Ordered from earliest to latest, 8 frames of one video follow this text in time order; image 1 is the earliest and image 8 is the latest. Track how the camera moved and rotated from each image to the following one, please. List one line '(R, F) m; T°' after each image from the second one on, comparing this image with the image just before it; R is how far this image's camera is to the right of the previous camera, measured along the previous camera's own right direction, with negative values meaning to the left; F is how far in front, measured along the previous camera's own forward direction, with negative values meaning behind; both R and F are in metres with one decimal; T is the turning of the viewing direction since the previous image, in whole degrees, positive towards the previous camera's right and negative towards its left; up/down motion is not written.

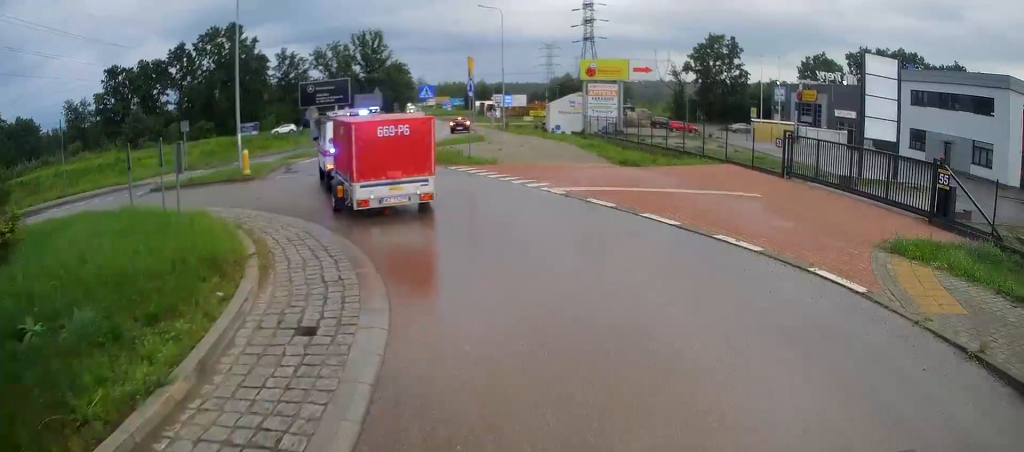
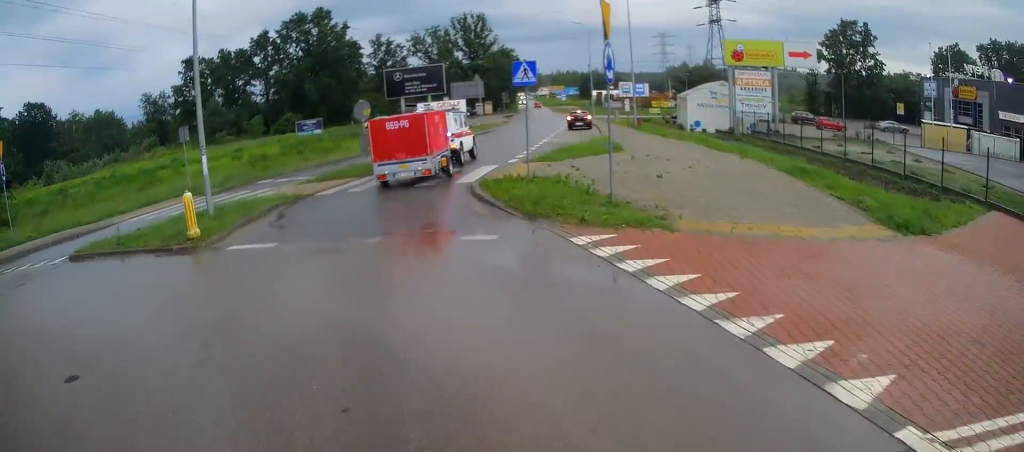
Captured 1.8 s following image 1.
(+1.4, +10.9) m; -3°
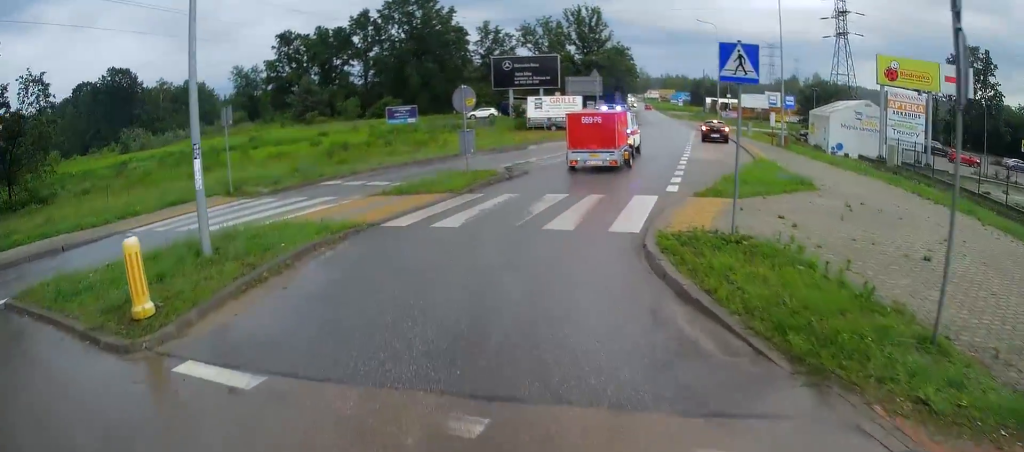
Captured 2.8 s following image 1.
(-0.9, +5.7) m; -13°
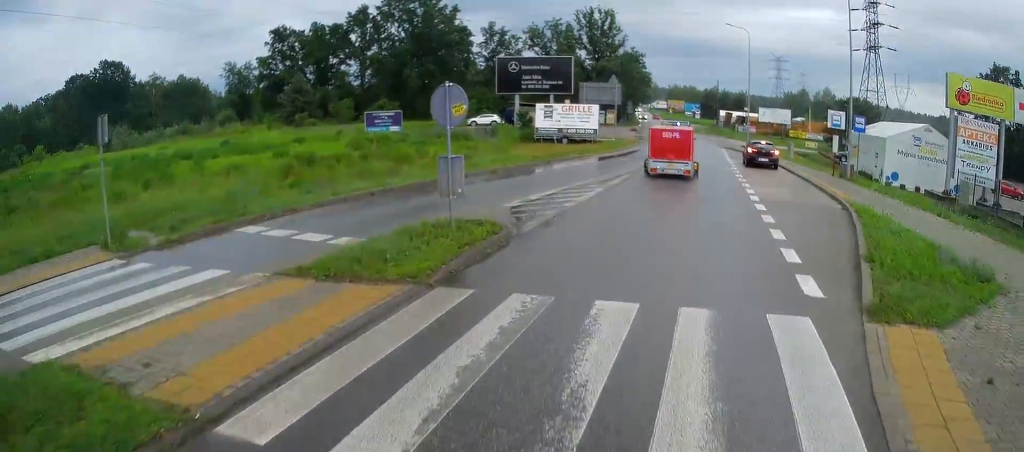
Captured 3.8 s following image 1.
(-0.5, +6.5) m; -3°
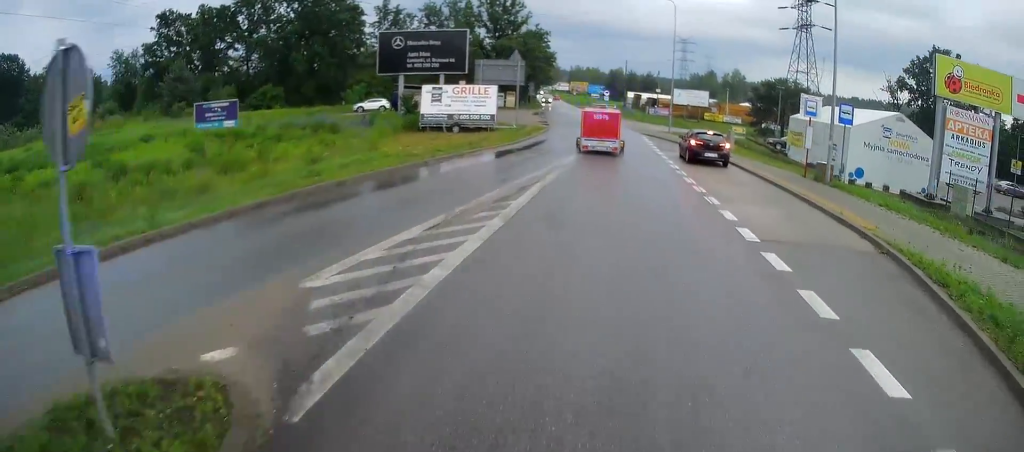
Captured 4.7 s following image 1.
(+0.1, +7.0) m; +6°
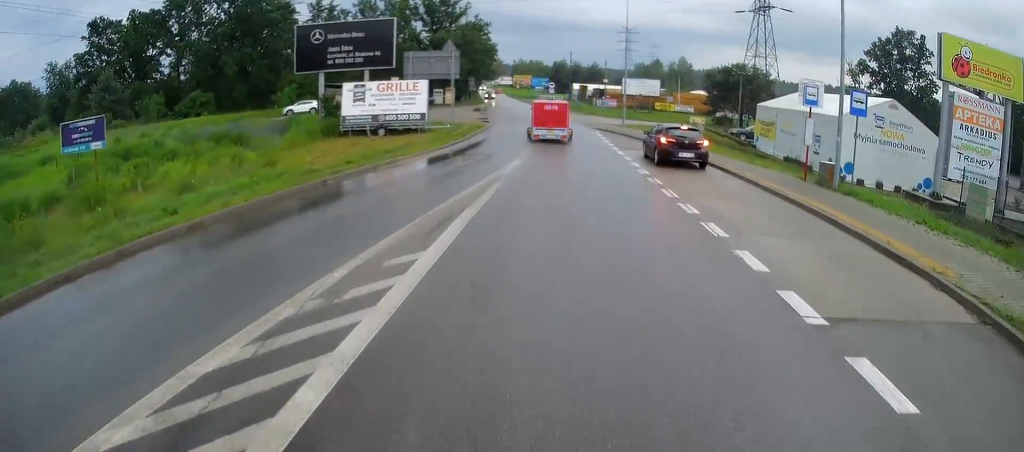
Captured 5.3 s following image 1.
(+0.2, +4.5) m; +5°
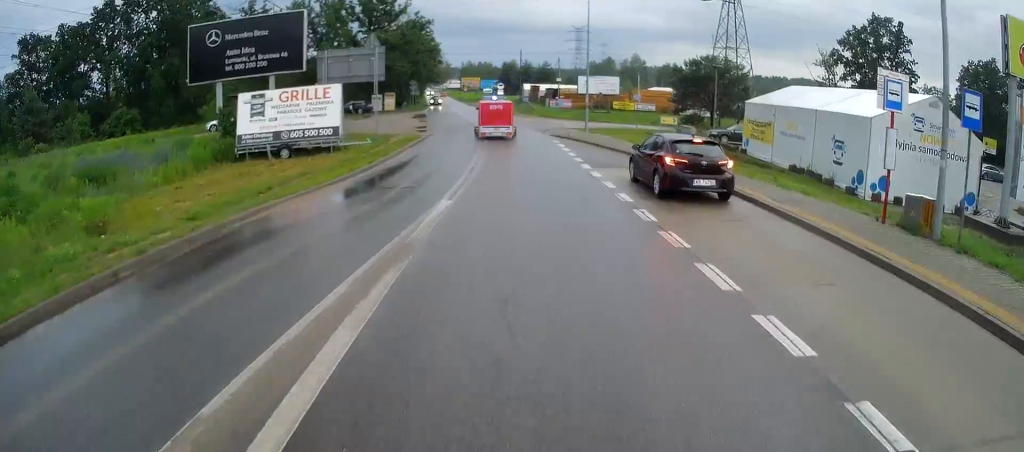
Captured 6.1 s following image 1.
(+0.3, +6.6) m; +5°
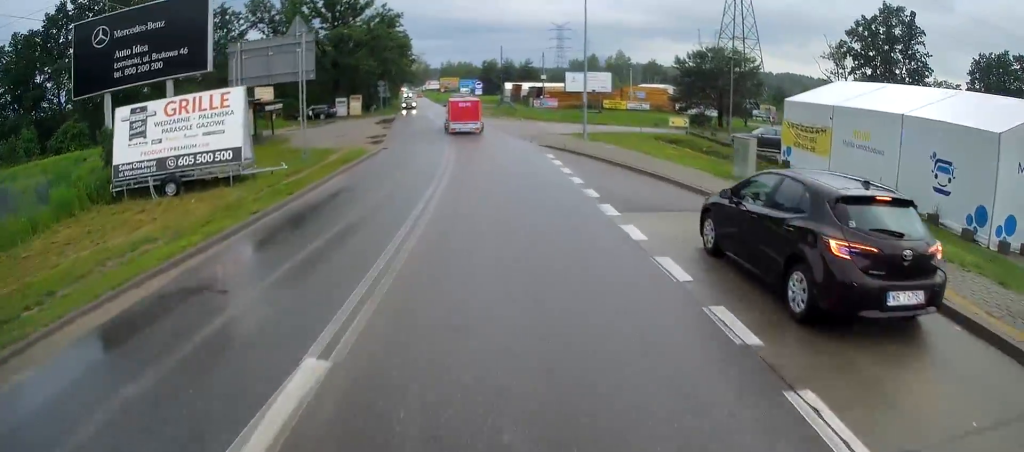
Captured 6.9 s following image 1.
(+0.4, +7.1) m; +4°
